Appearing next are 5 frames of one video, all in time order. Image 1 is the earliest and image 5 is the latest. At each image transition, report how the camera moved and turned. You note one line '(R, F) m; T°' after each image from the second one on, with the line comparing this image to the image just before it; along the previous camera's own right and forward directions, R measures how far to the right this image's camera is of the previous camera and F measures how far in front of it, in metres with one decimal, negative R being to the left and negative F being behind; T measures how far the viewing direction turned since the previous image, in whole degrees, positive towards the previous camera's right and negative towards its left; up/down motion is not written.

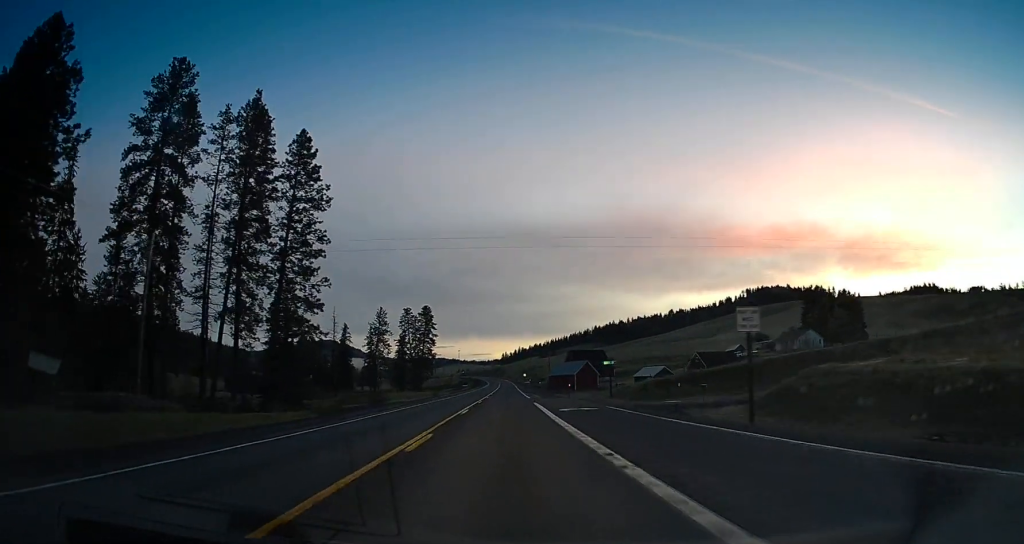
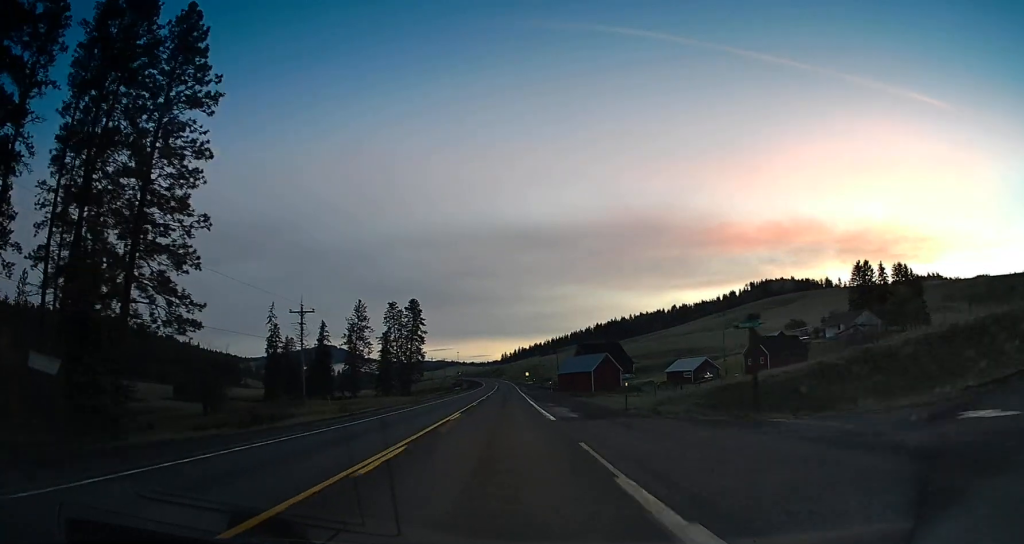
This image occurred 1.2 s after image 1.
(-0.4, +33.0) m; -1°
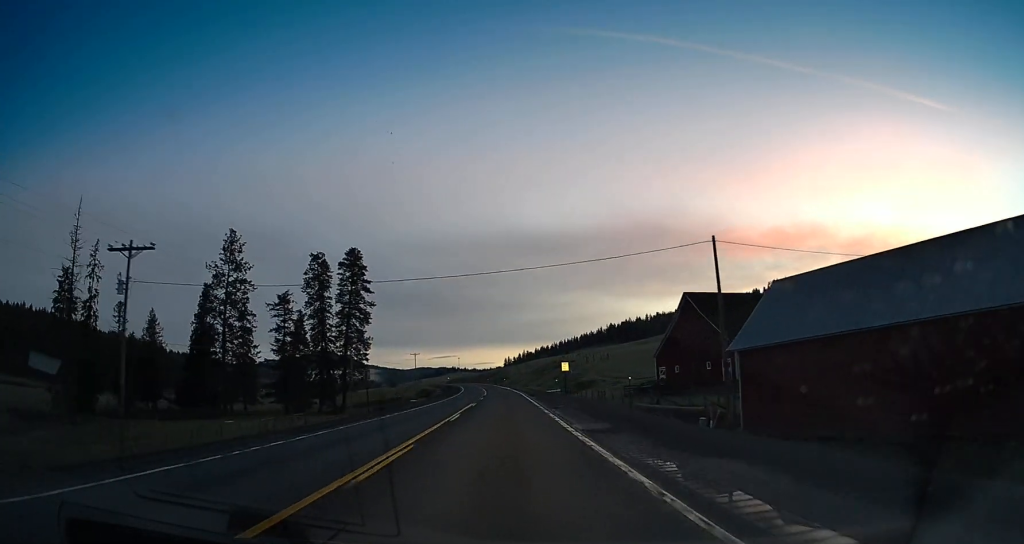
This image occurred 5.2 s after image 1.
(-0.1, +106.1) m; -1°
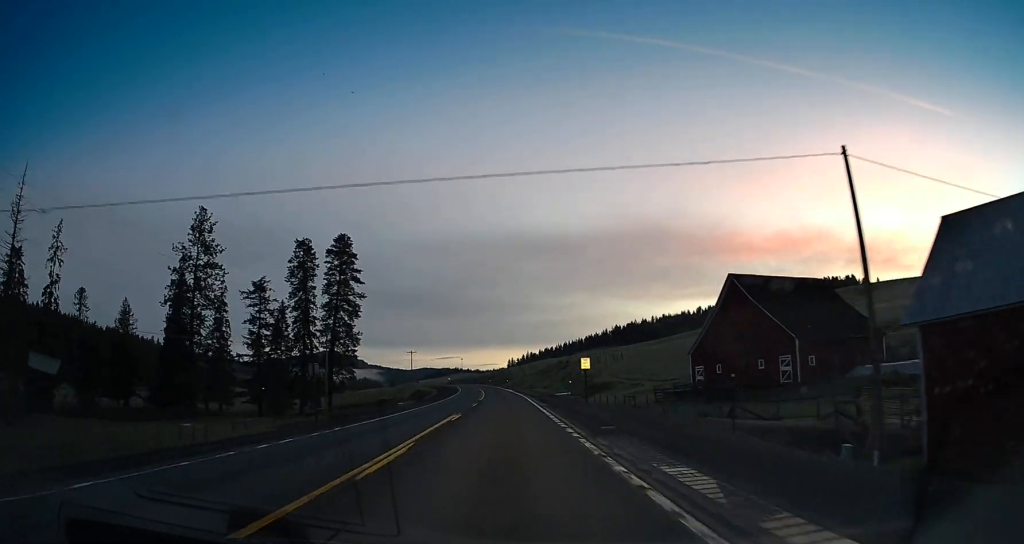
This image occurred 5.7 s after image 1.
(-0.2, +14.2) m; 0°
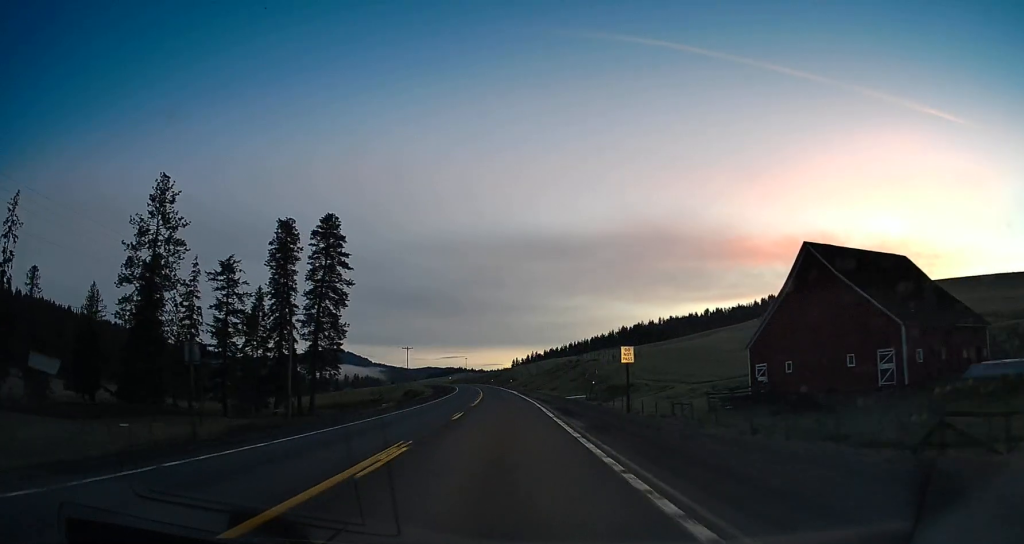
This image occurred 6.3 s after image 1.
(-0.2, +15.1) m; 0°
